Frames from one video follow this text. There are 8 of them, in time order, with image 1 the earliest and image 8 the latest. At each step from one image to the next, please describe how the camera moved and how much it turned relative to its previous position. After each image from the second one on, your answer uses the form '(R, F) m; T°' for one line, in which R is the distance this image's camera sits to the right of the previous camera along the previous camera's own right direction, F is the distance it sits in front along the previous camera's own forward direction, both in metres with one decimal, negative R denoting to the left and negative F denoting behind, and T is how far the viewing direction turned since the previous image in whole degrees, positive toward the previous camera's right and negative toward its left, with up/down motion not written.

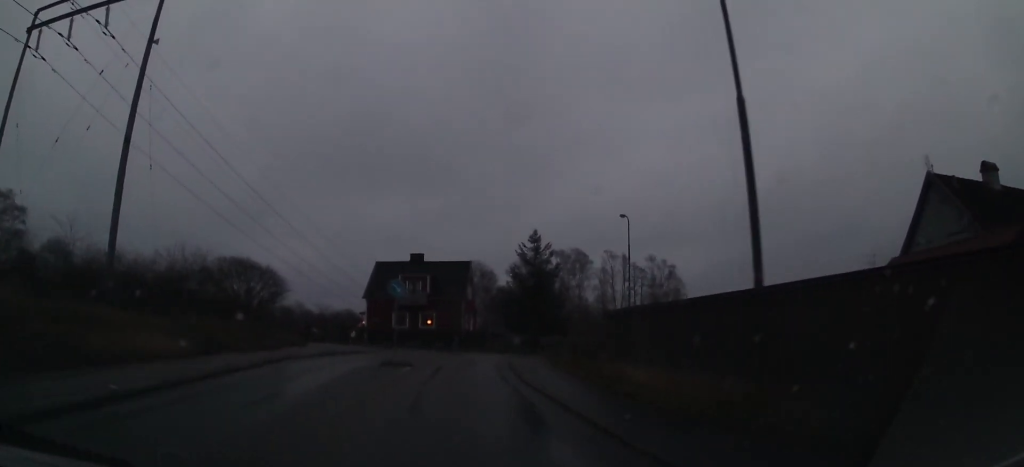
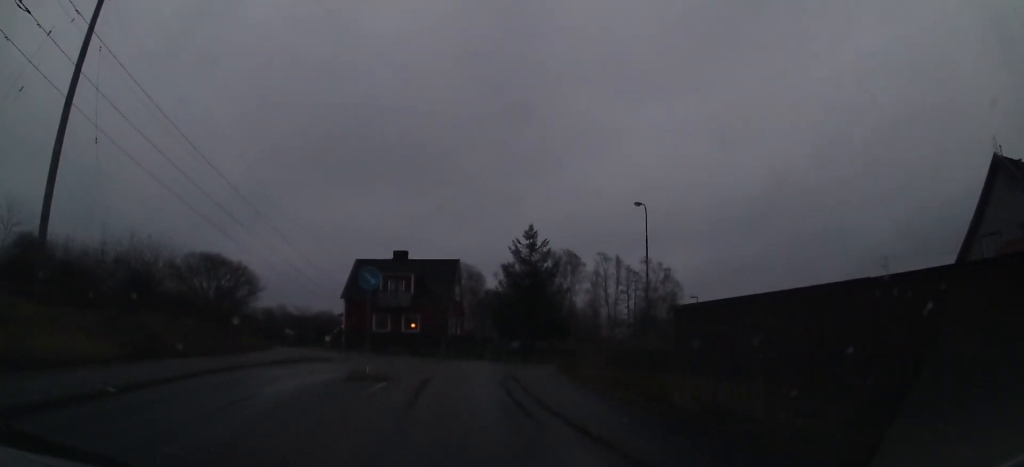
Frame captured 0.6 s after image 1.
(+0.1, +4.9) m; +1°
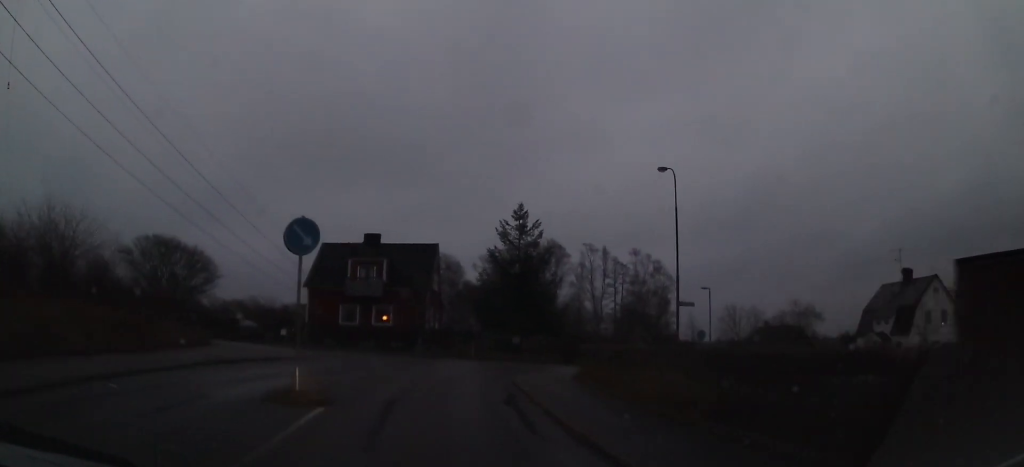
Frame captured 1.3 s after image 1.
(0.0, +6.0) m; -2°
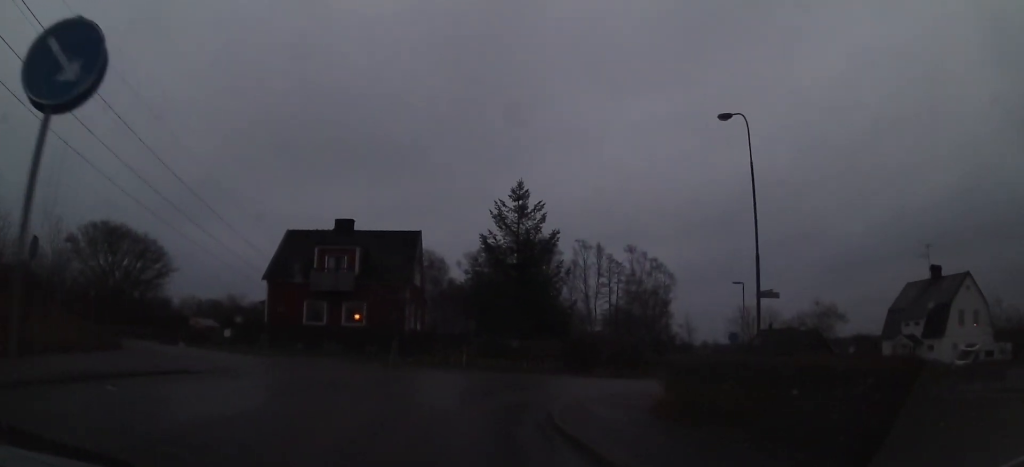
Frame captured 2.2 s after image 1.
(-0.2, +6.9) m; +2°
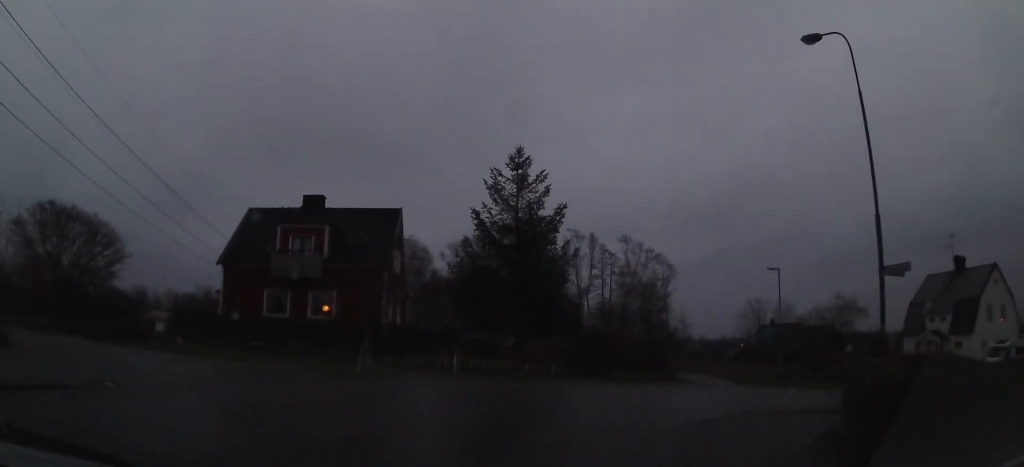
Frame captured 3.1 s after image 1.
(+0.3, +6.4) m; +5°
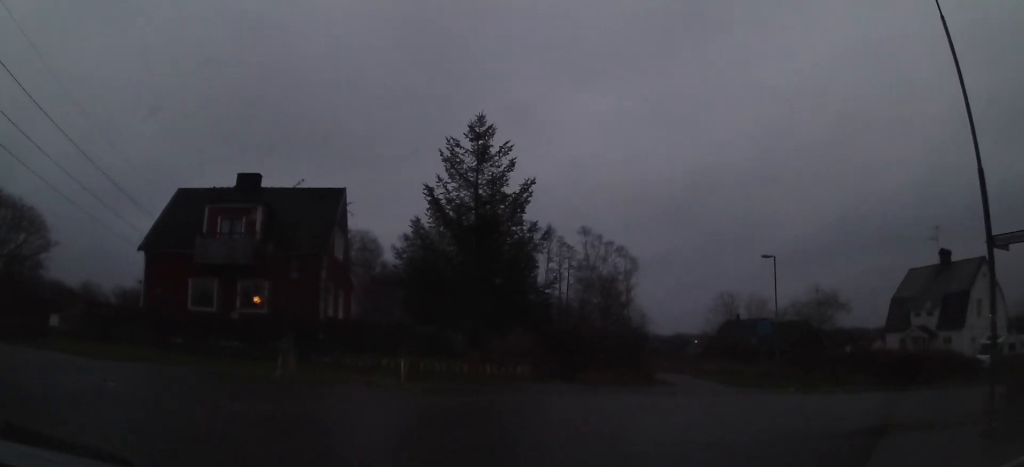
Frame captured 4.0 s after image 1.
(+0.2, +5.6) m; +4°
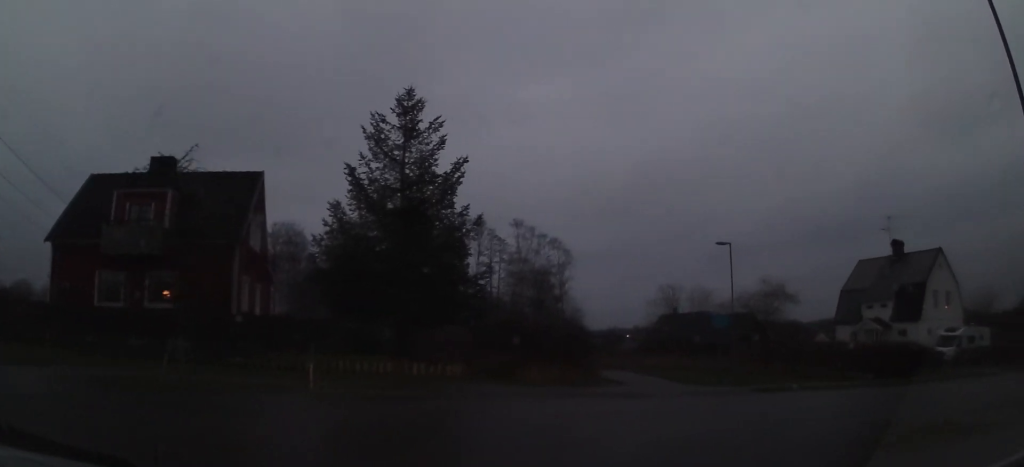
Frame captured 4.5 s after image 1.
(0.0, +3.3) m; +2°
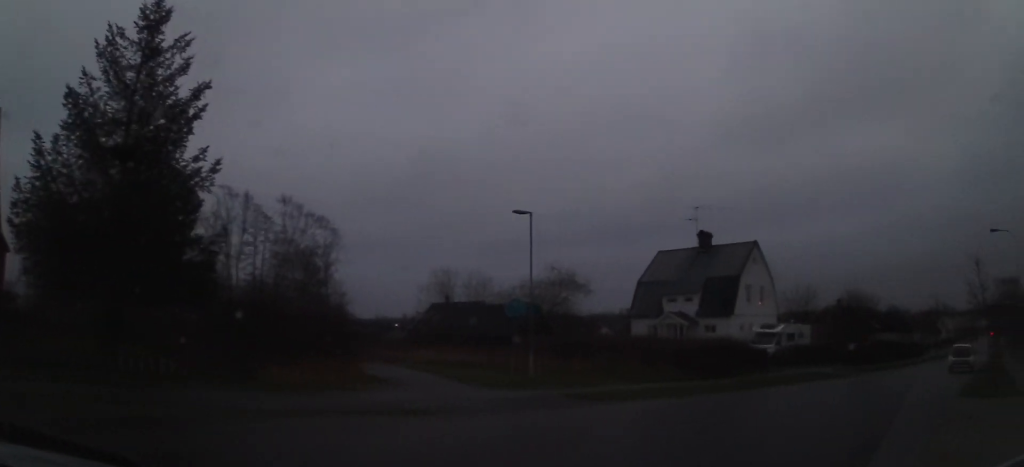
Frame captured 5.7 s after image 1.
(+0.8, +5.2) m; +25°
